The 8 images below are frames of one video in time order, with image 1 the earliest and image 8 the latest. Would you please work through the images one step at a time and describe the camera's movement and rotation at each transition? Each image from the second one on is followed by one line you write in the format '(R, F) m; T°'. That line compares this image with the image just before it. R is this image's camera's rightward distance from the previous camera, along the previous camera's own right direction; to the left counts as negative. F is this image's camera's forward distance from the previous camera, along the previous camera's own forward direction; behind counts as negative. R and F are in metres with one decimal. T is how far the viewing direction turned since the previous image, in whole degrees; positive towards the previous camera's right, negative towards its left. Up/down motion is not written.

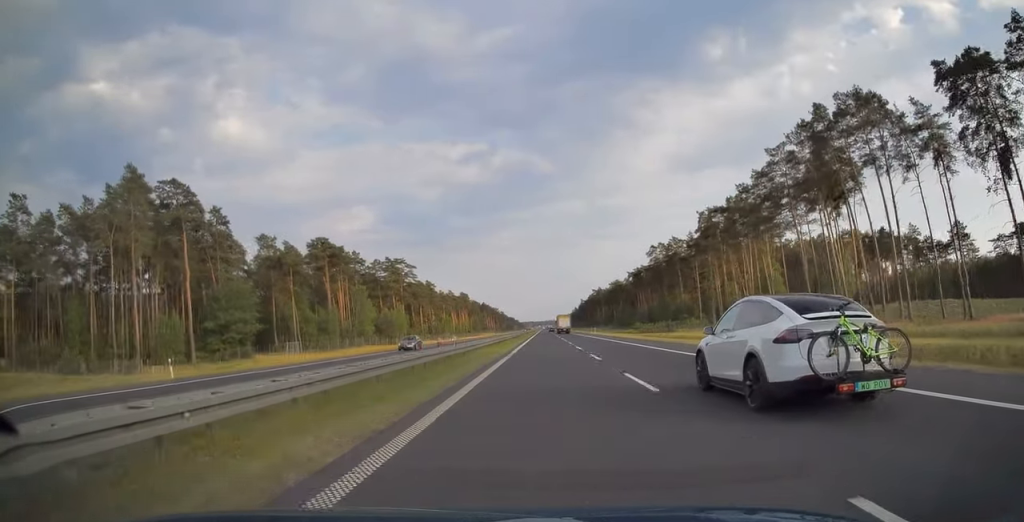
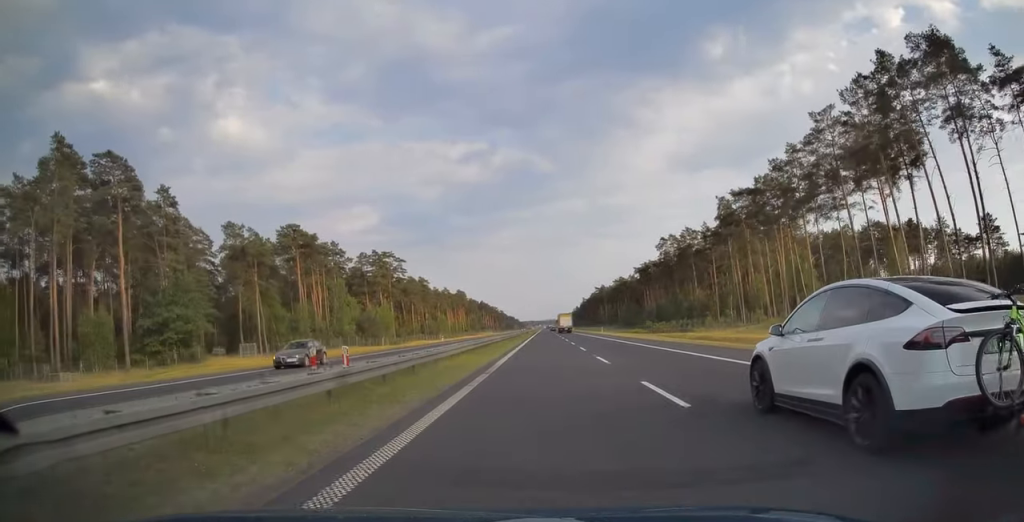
(0.0, +14.5) m; 0°
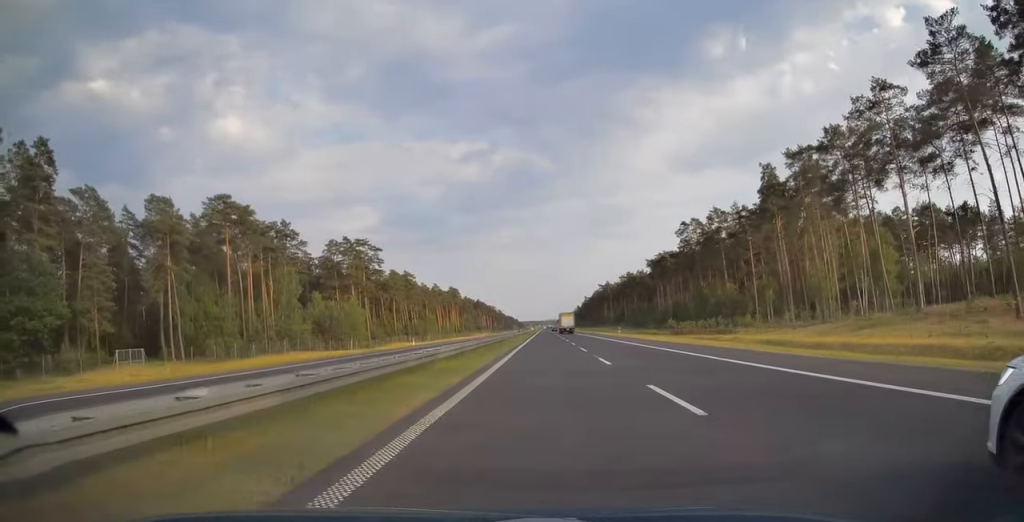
(+0.1, +24.5) m; 0°
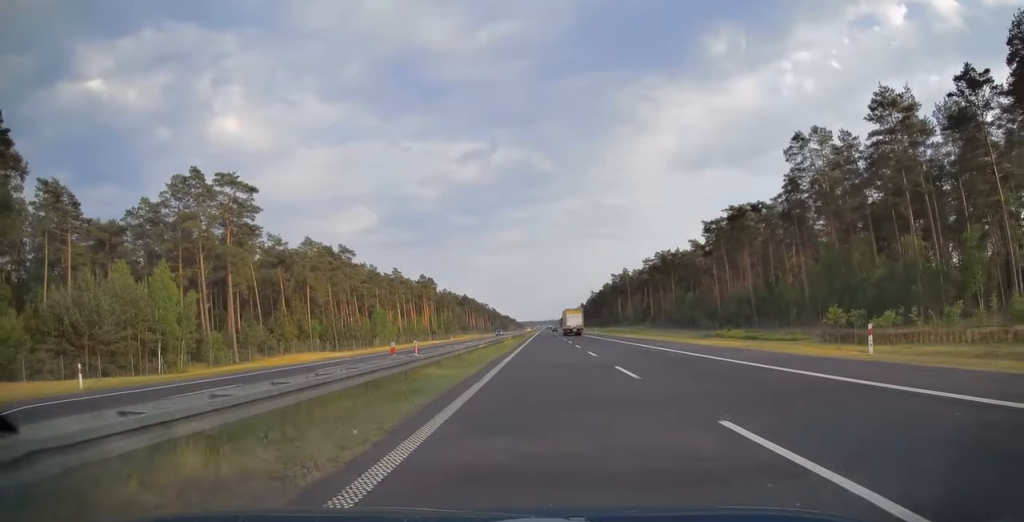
(-0.3, +65.2) m; 0°
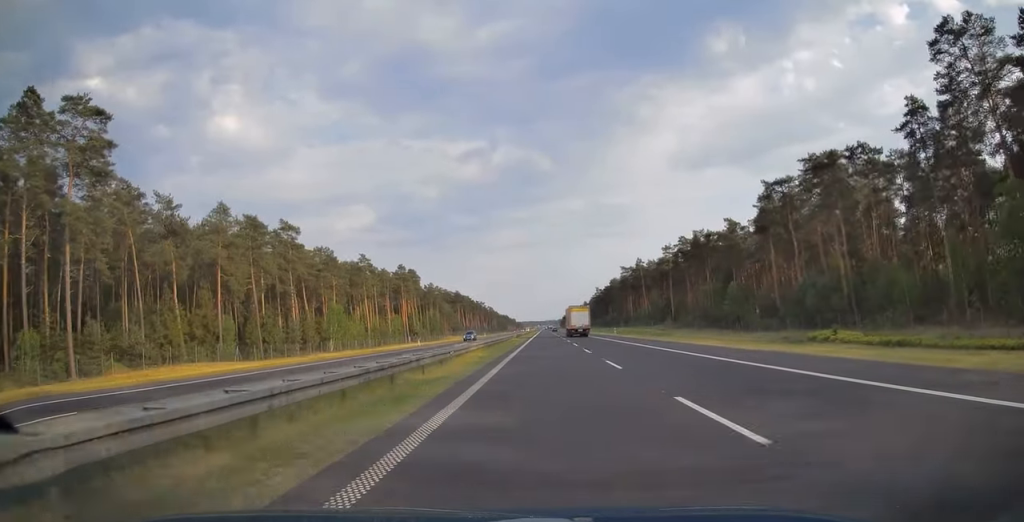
(+0.2, +33.0) m; 0°
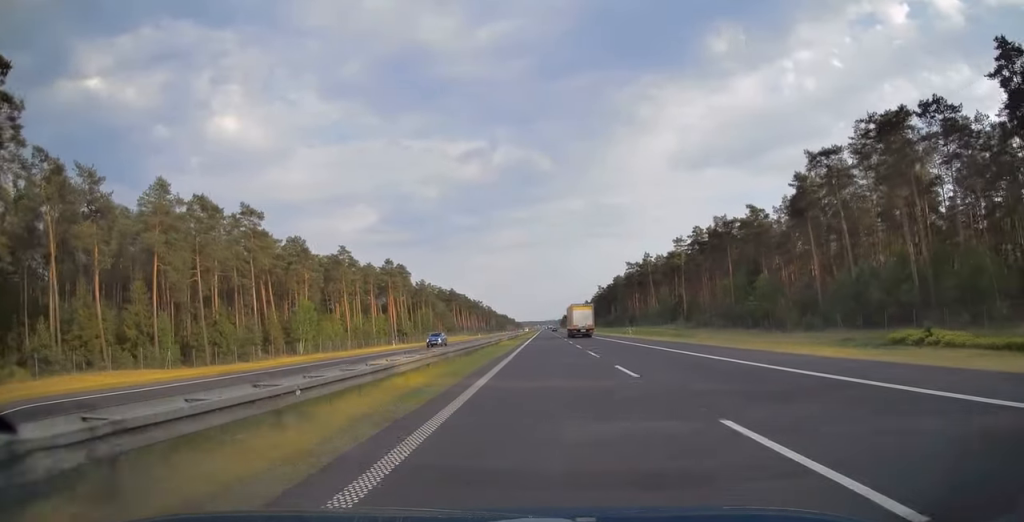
(0.0, +15.1) m; 0°
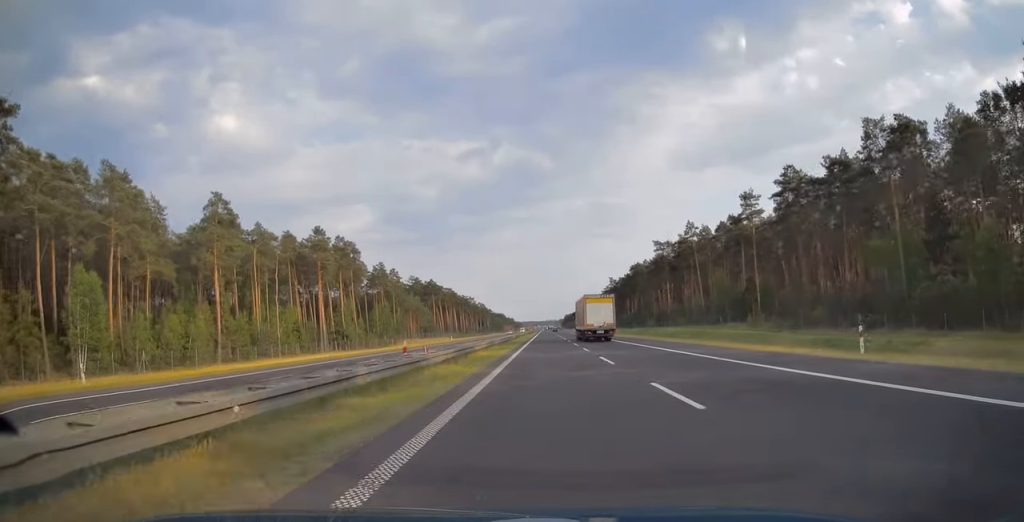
(-0.2, +54.1) m; 0°
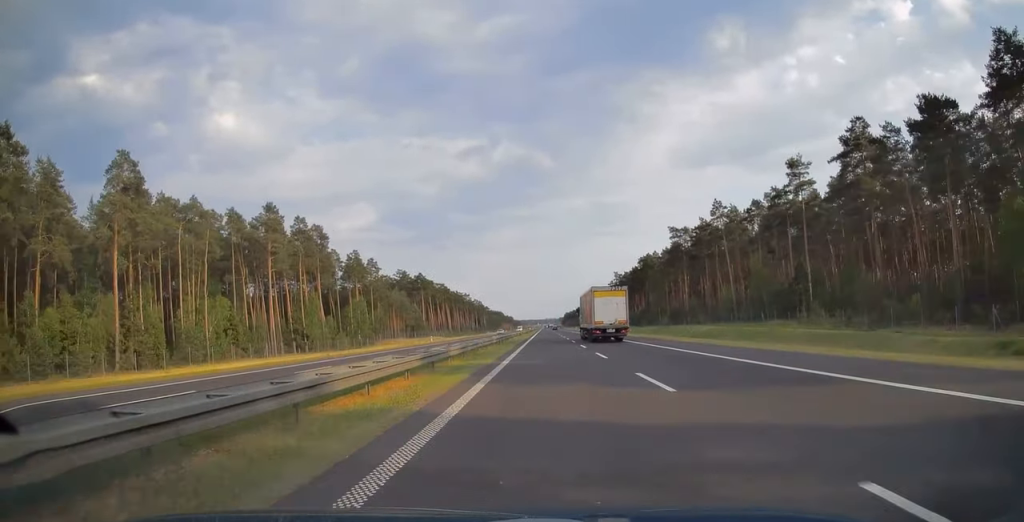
(0.0, +21.2) m; 0°
